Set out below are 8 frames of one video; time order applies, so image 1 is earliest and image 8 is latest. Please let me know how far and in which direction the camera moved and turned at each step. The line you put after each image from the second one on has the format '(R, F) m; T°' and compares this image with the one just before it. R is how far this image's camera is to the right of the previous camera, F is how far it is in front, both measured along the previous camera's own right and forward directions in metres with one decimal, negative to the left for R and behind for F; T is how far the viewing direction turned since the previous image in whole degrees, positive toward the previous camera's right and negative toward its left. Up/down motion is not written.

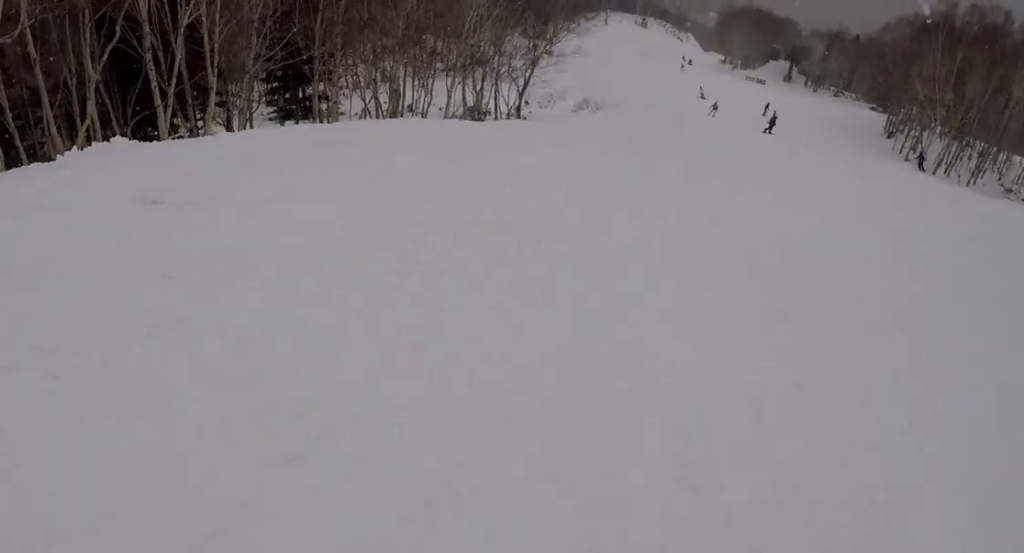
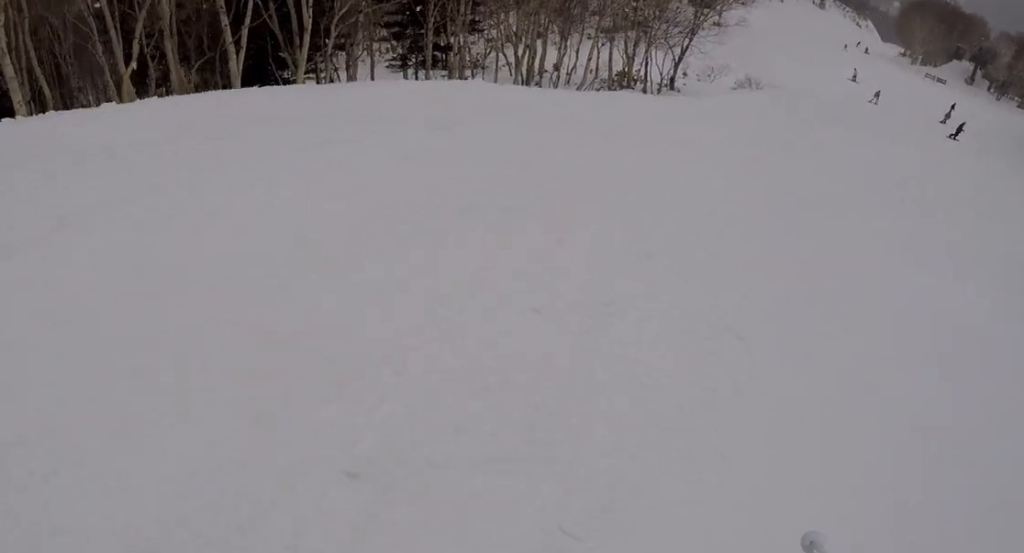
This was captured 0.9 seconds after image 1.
(+0.4, +3.2) m; -2°
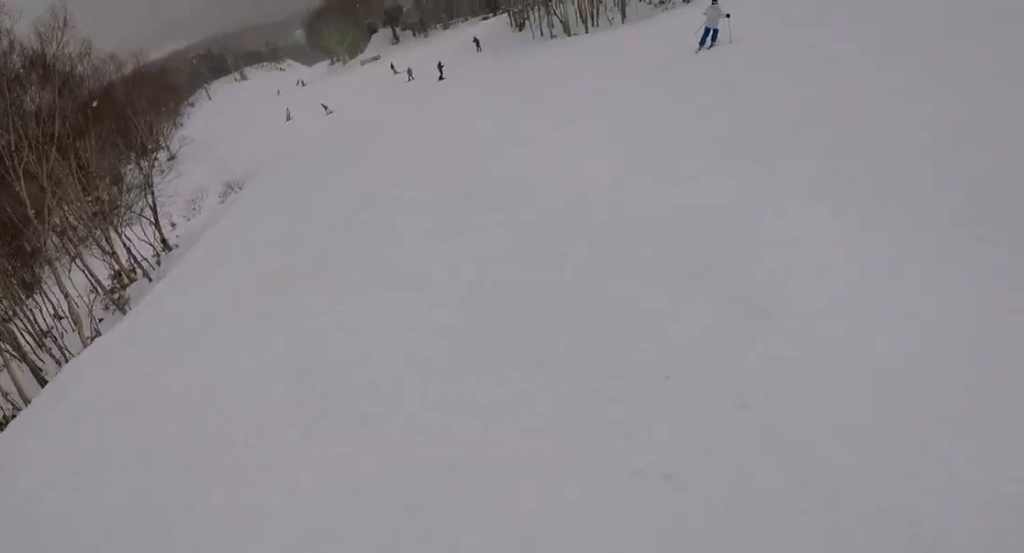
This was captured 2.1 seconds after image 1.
(-0.9, +4.9) m; -4°
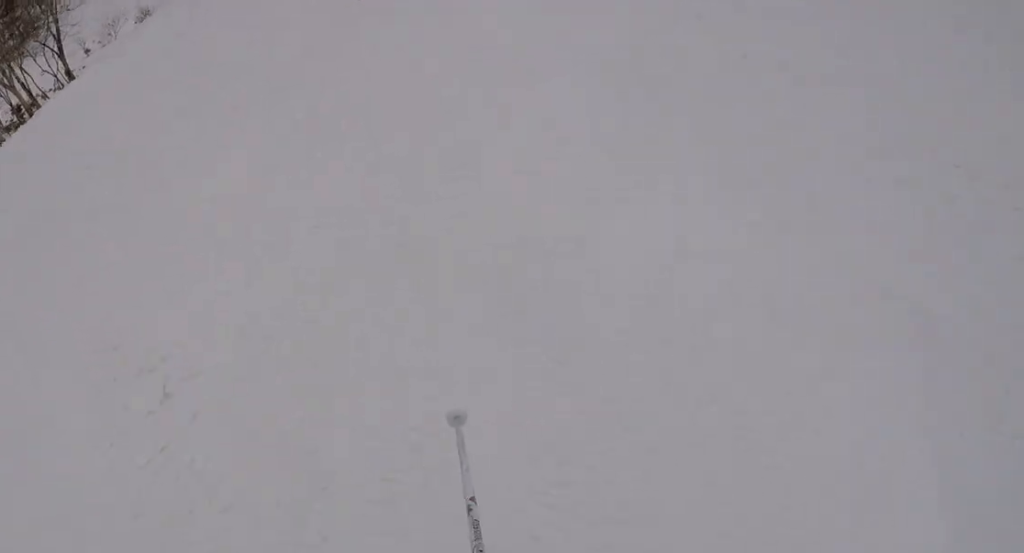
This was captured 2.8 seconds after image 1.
(+0.4, +2.6) m; 0°
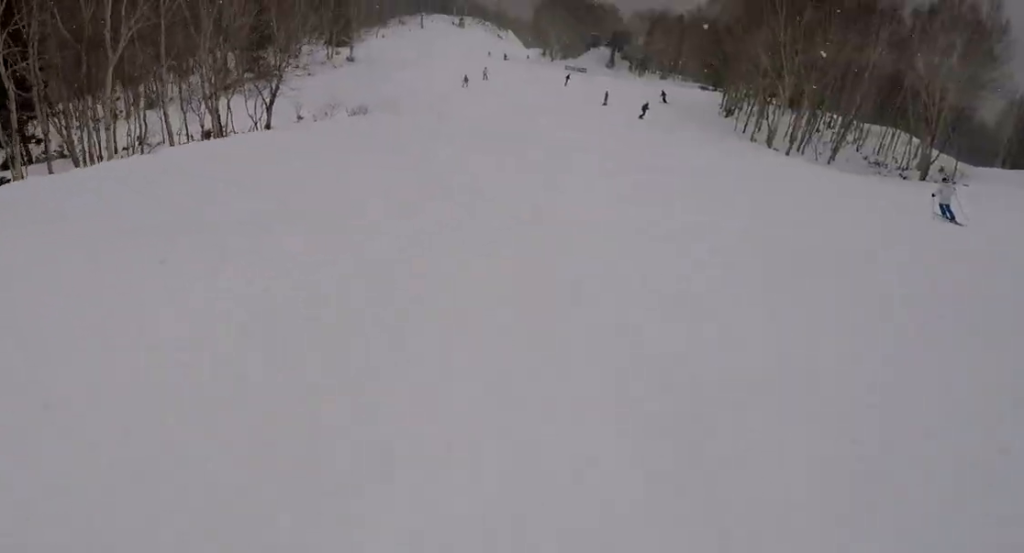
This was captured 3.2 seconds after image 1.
(+0.7, +1.8) m; 0°
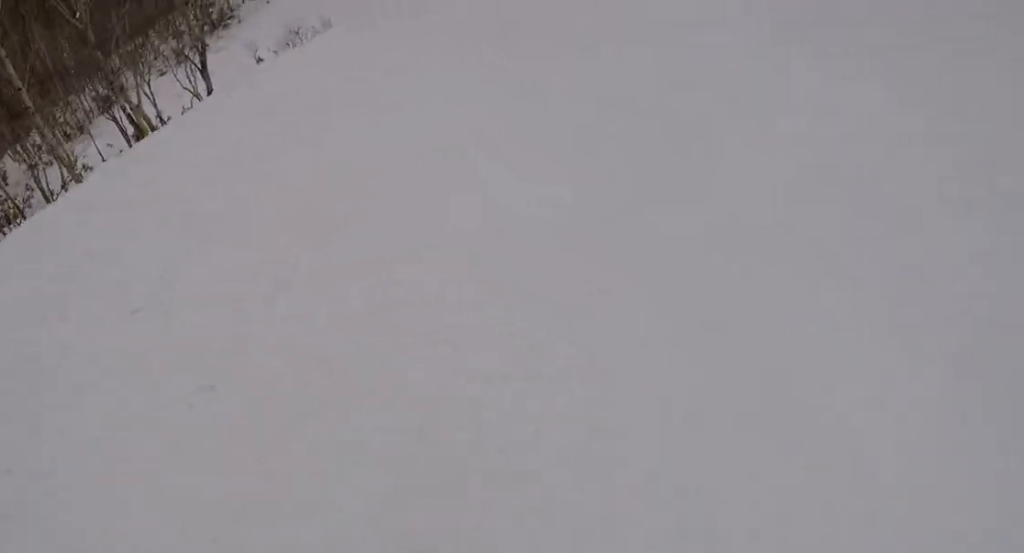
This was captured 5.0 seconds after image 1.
(-0.9, +8.2) m; +4°
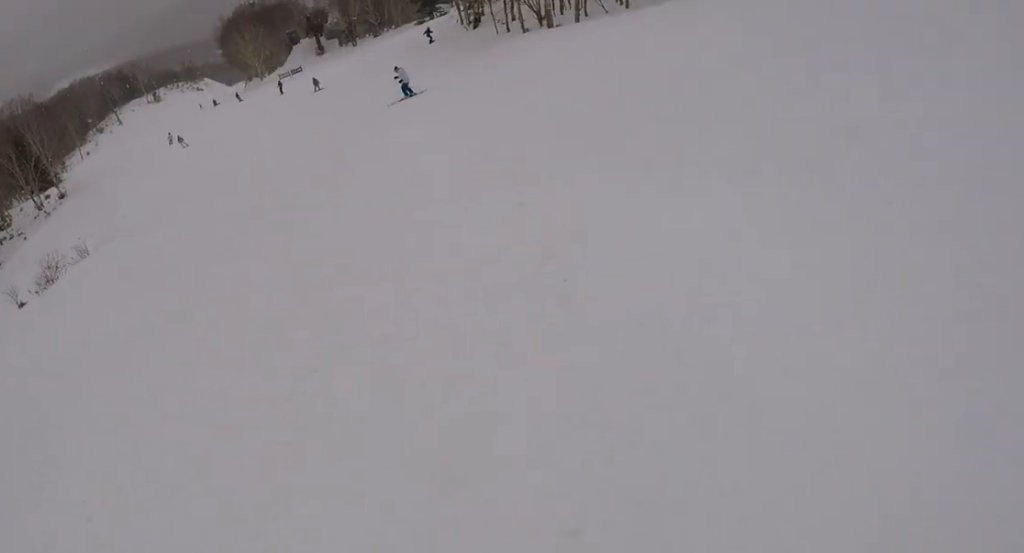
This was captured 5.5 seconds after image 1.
(+0.3, +2.8) m; +3°
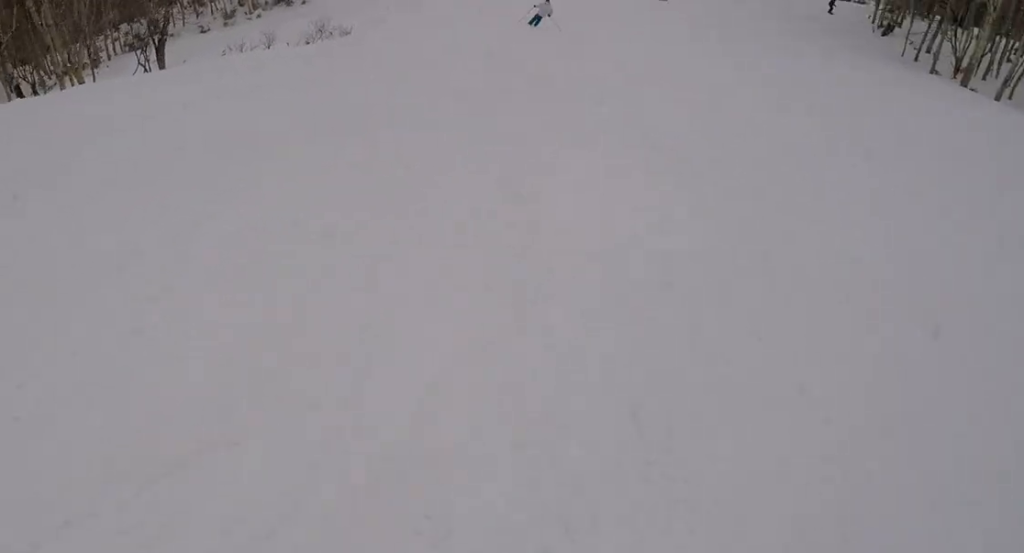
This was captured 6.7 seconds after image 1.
(-0.4, +5.4) m; -13°
